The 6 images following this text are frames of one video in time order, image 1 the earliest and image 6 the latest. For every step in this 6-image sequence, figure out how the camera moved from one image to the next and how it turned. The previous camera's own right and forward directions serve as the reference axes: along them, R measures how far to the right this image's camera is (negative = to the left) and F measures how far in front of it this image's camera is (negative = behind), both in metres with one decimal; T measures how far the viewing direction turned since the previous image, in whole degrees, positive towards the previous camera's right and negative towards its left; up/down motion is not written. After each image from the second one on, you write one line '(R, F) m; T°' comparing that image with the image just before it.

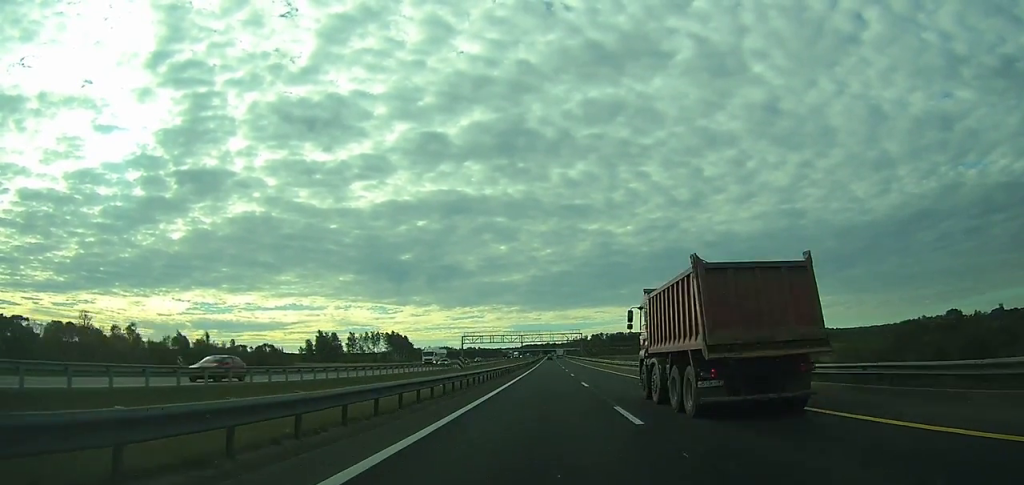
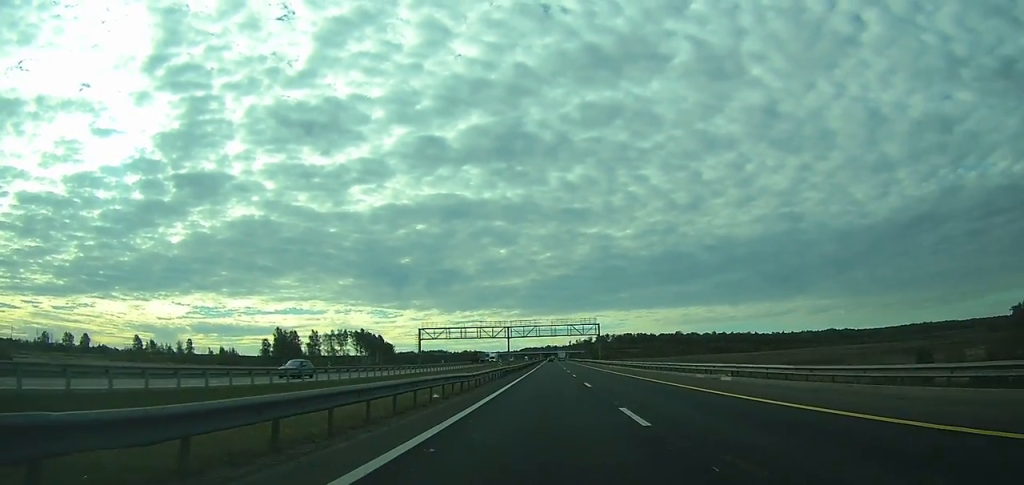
(-0.2, +66.2) m; 0°
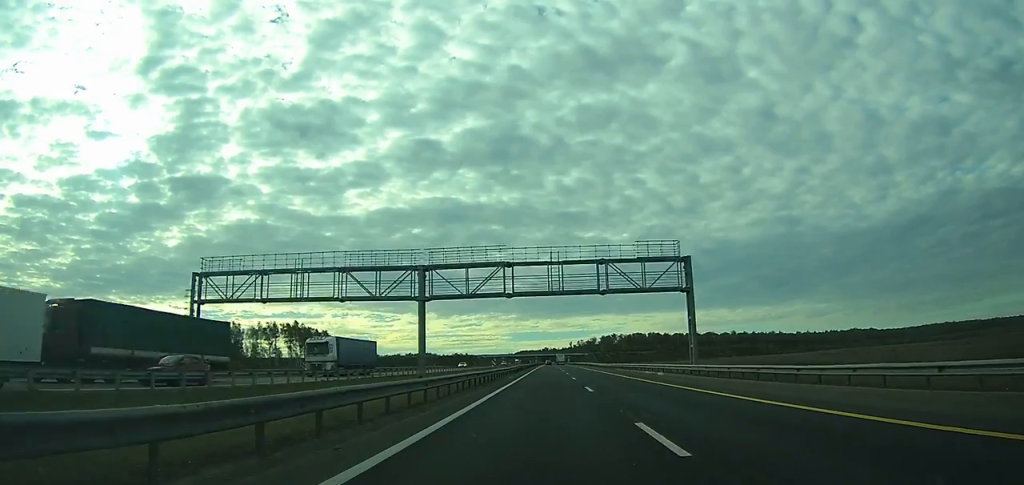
(+0.1, +82.1) m; 0°
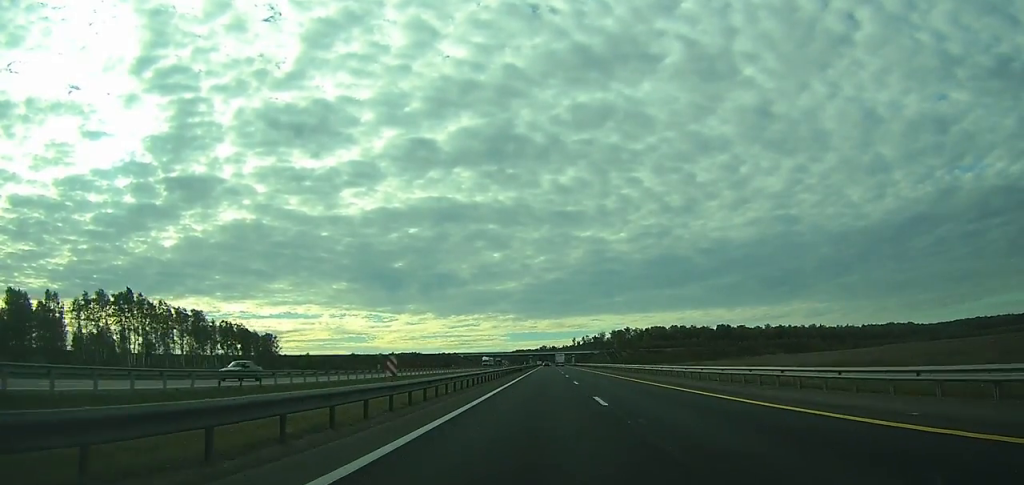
(+0.2, +98.7) m; 0°
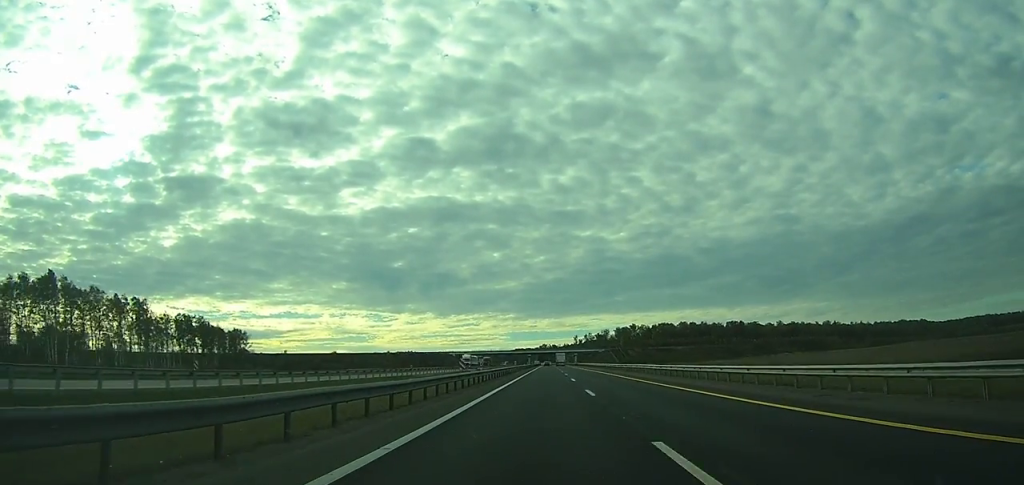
(0.0, +28.5) m; 0°
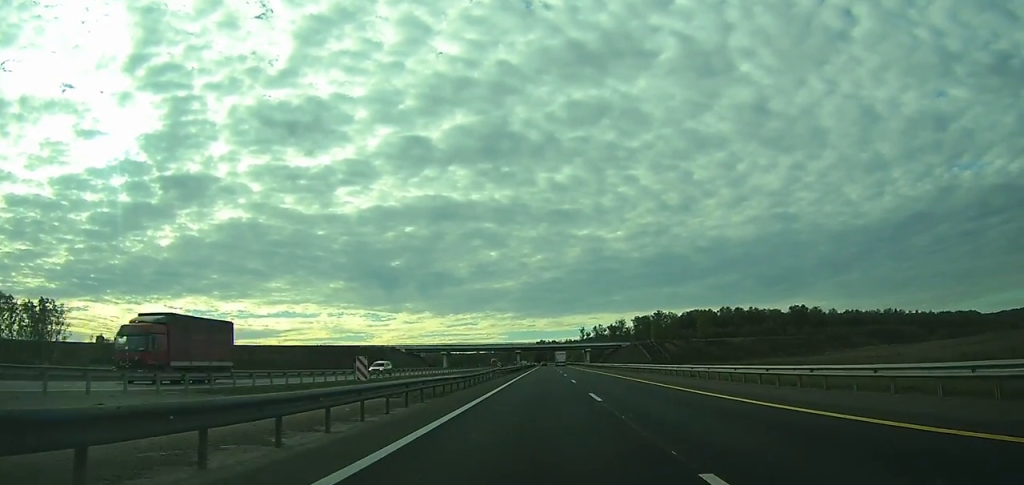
(0.0, +100.8) m; 0°
